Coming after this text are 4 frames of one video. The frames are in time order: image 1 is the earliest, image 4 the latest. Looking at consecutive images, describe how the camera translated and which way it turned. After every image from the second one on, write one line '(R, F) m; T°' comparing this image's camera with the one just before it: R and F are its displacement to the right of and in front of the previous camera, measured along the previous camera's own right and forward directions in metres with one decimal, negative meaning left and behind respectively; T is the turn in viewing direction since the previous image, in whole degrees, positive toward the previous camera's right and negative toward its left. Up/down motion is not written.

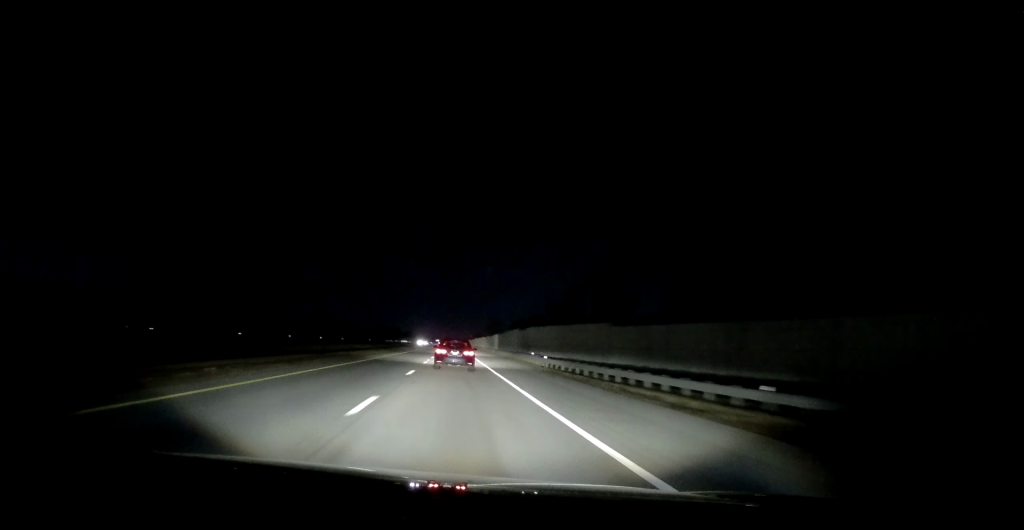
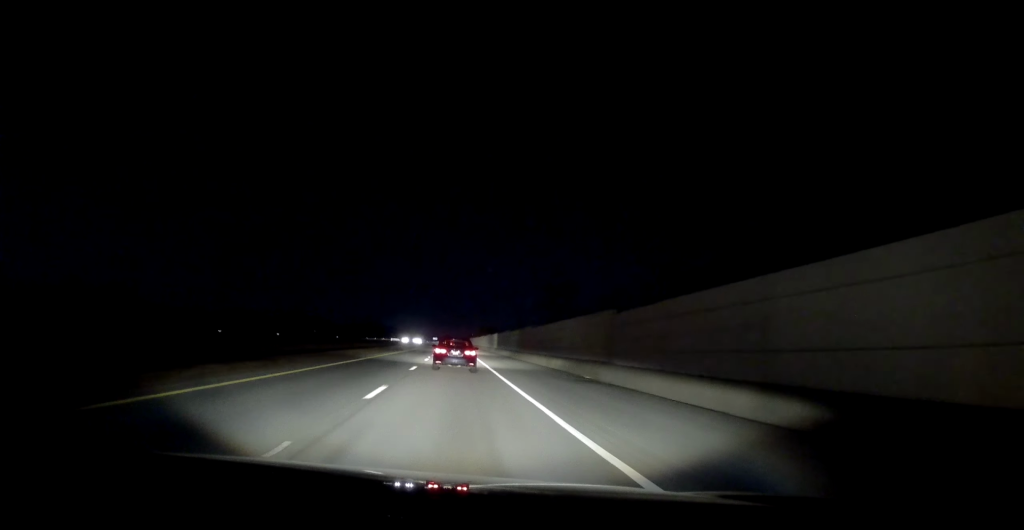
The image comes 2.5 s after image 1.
(-0.6, +69.2) m; -1°
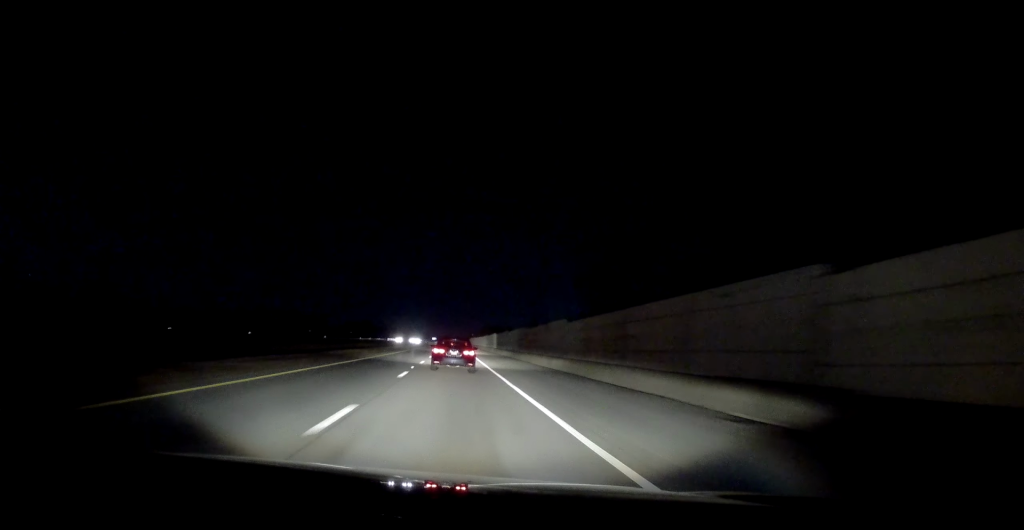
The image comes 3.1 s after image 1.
(+0.3, +16.9) m; 0°
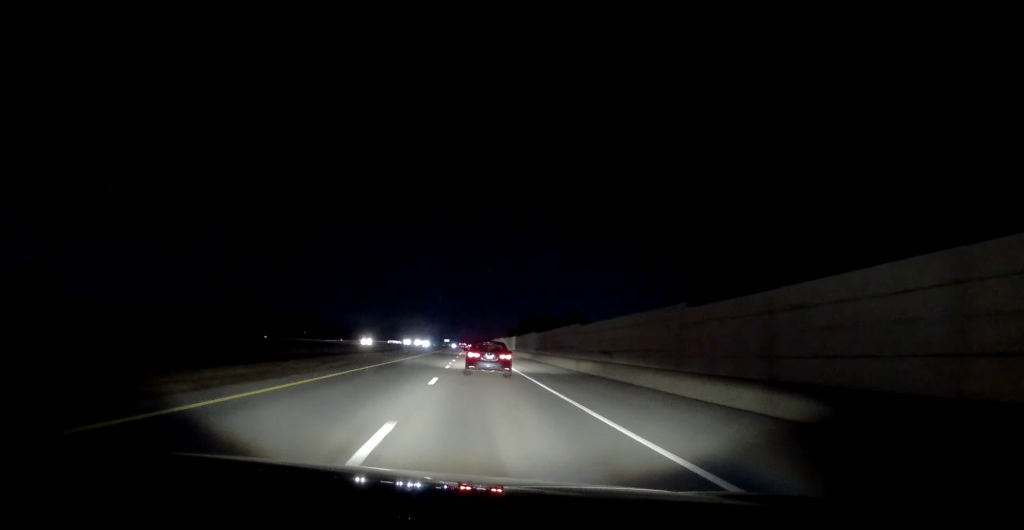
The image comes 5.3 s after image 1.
(-1.0, +63.4) m; -1°
